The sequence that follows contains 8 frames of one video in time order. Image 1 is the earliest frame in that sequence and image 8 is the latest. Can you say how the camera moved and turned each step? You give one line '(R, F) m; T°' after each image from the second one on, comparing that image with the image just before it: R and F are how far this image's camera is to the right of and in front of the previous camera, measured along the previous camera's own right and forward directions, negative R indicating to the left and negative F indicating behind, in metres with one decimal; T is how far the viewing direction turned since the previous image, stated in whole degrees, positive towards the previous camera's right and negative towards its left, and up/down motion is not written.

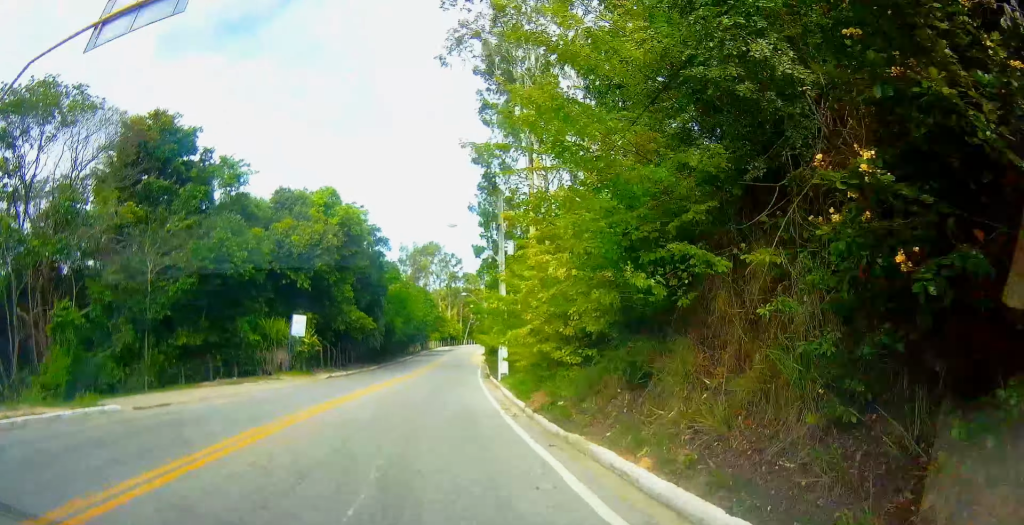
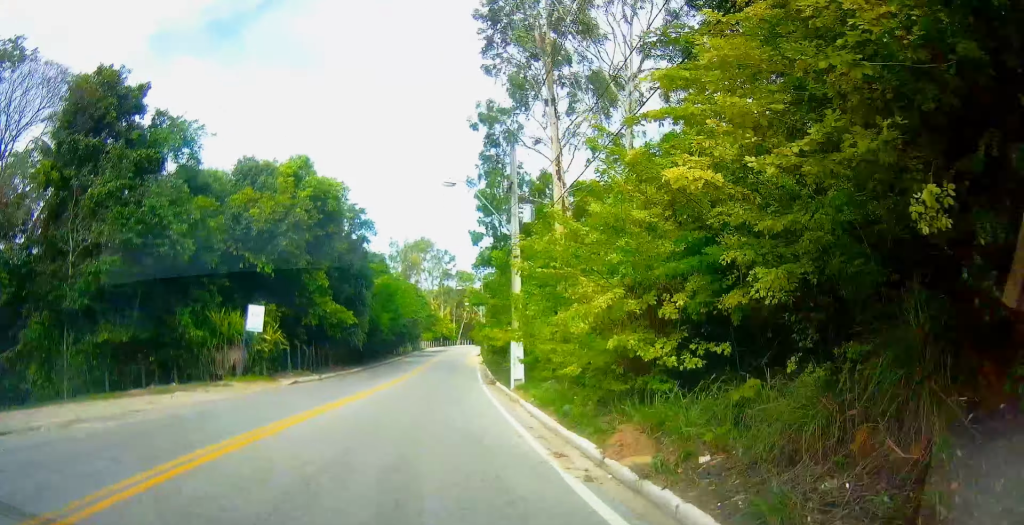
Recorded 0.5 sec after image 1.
(0.0, +7.5) m; 0°
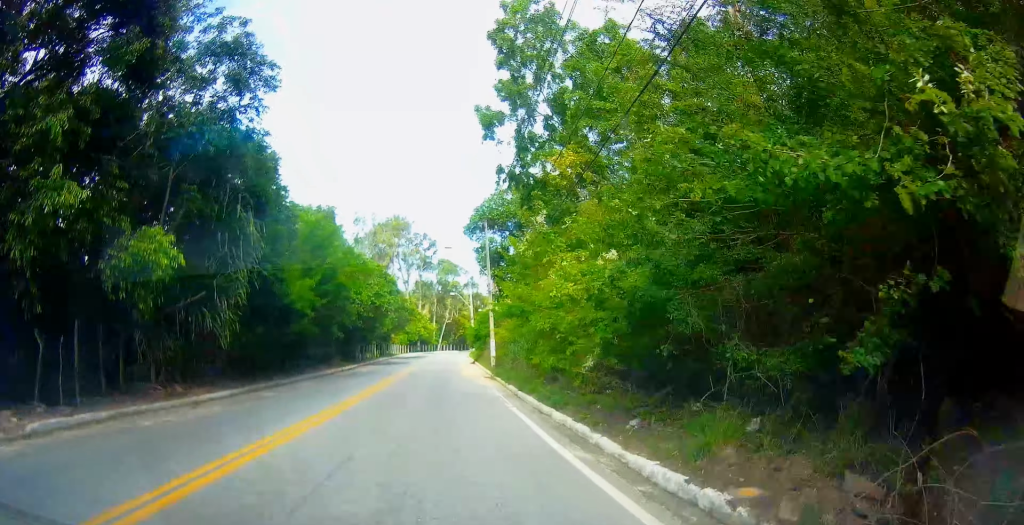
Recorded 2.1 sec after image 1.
(-0.3, +26.7) m; 0°
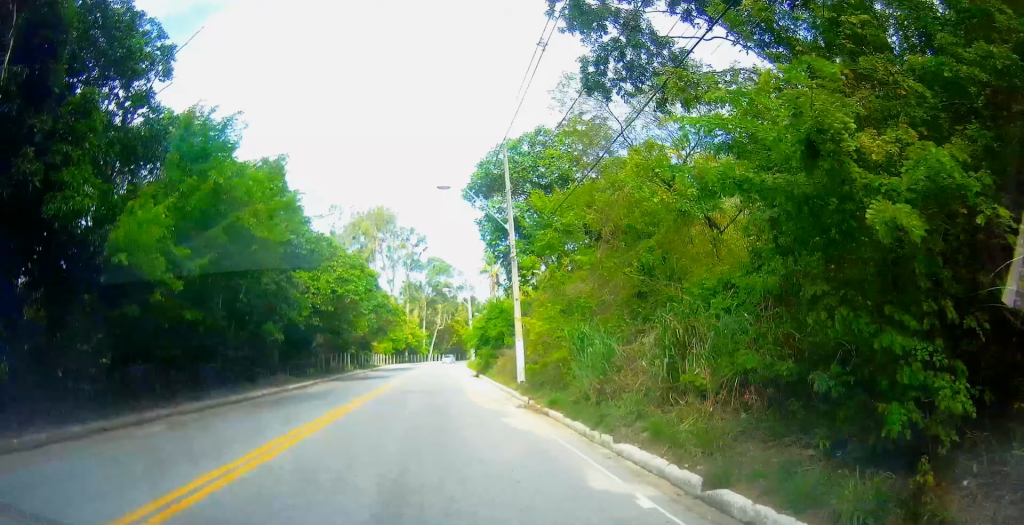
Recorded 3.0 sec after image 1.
(+0.2, +14.9) m; 0°
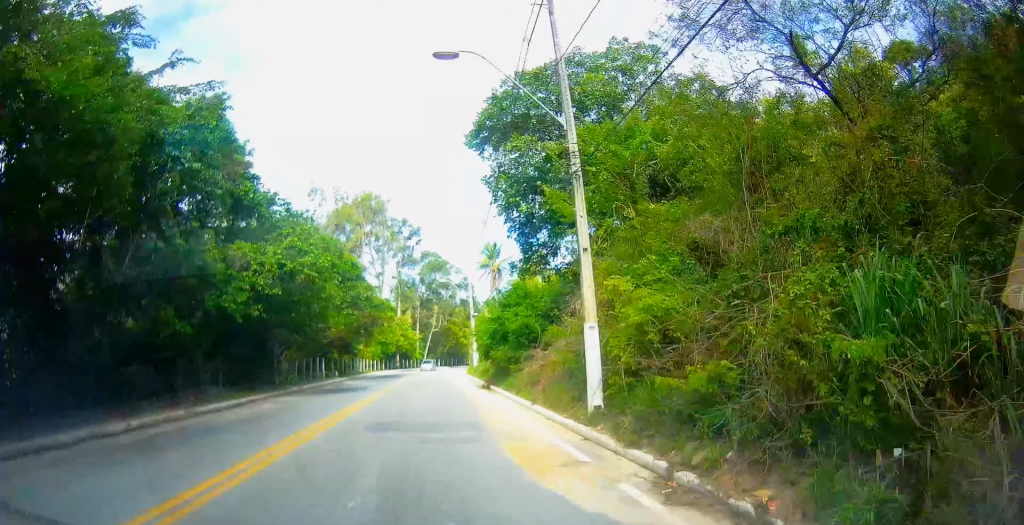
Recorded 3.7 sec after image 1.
(0.0, +10.7) m; +1°
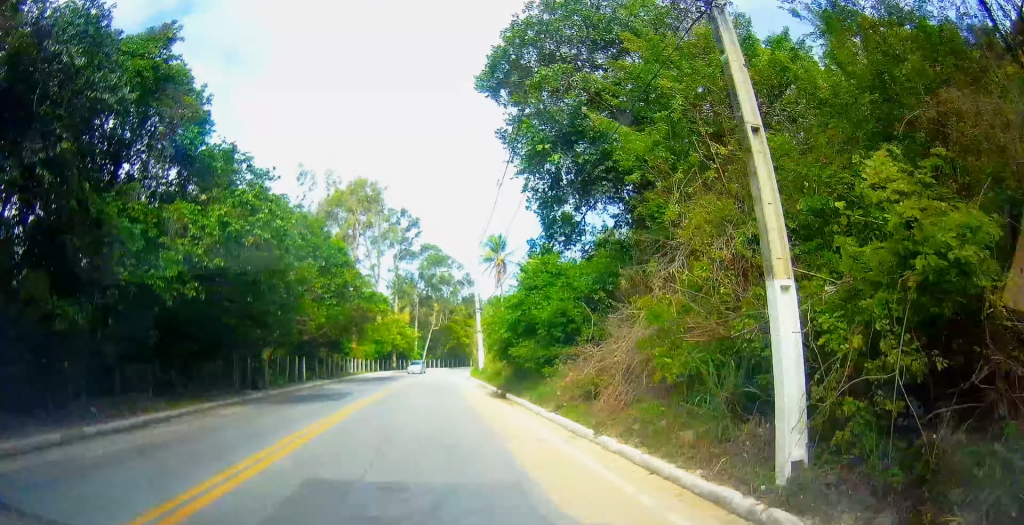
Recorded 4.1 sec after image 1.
(-0.1, +6.6) m; +1°
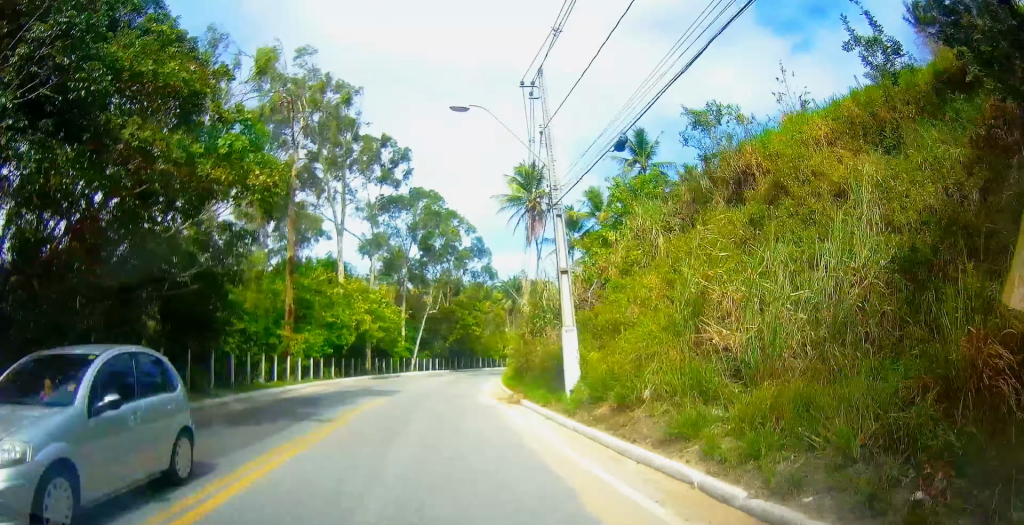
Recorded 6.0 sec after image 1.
(+1.0, +29.2) m; +4°
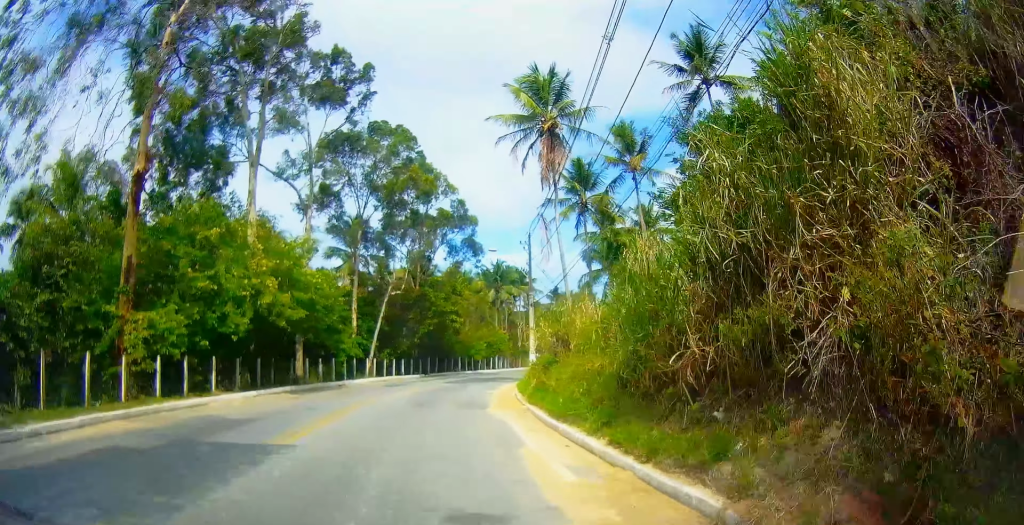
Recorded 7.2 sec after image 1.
(+0.5, +17.7) m; +3°
